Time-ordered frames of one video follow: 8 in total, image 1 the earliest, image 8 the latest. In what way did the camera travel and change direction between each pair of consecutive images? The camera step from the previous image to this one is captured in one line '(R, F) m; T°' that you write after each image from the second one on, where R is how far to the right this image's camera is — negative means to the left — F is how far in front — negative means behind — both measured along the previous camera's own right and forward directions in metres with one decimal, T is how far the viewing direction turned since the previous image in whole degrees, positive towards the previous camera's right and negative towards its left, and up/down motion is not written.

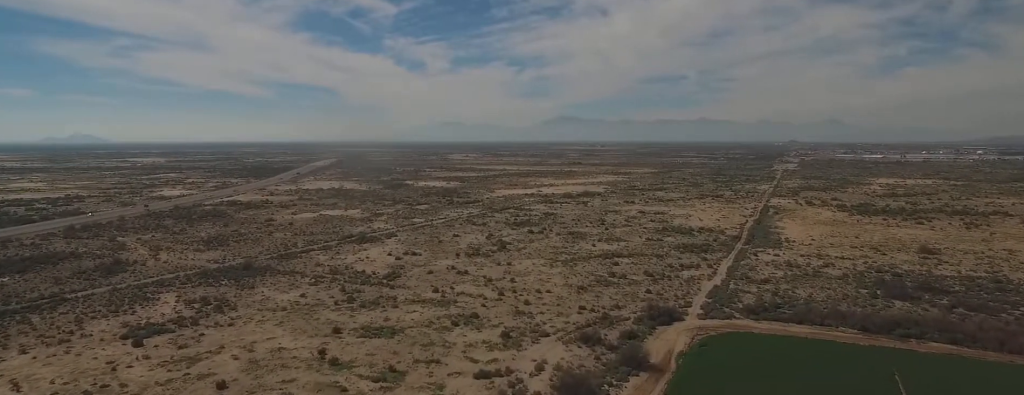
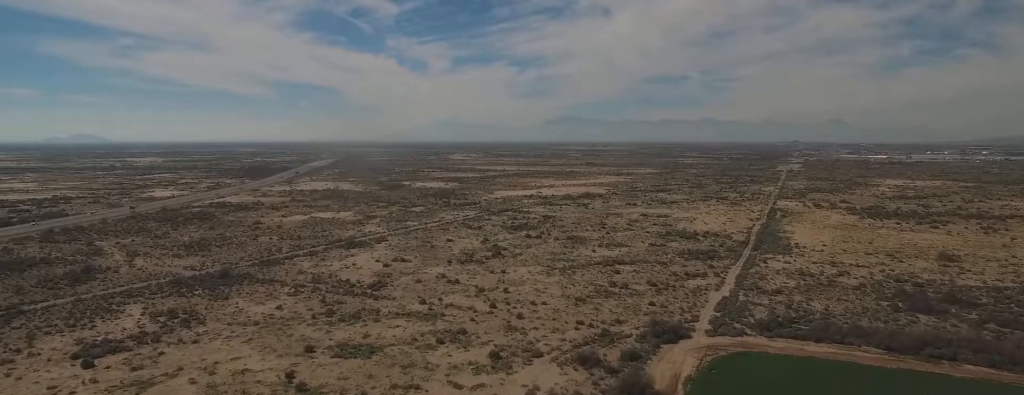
(-0.4, +15.9) m; -1°
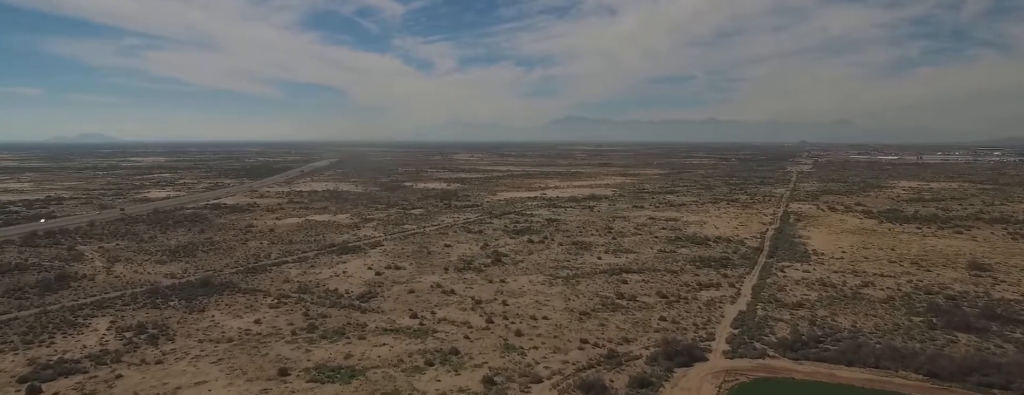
(0.0, +13.2) m; +1°
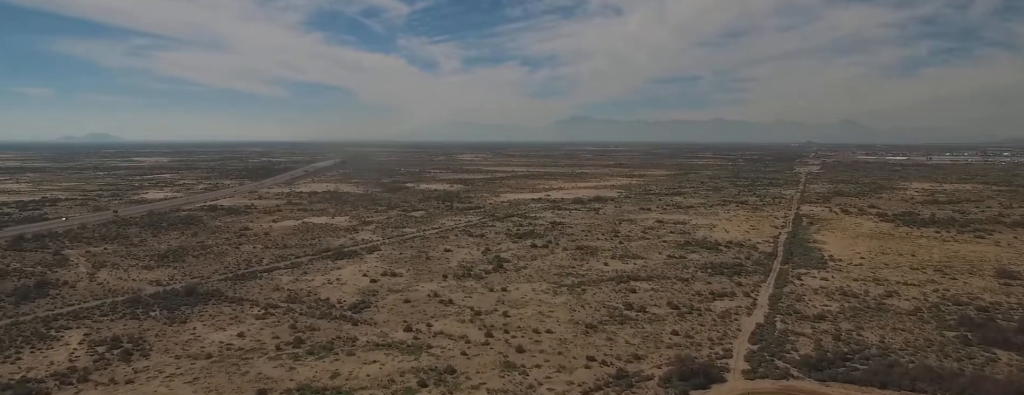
(0.0, +11.8) m; 0°
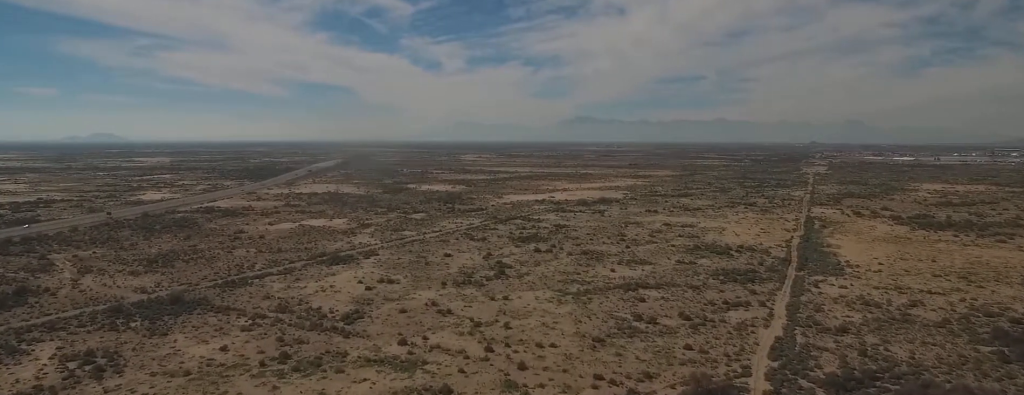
(0.0, +10.9) m; 0°
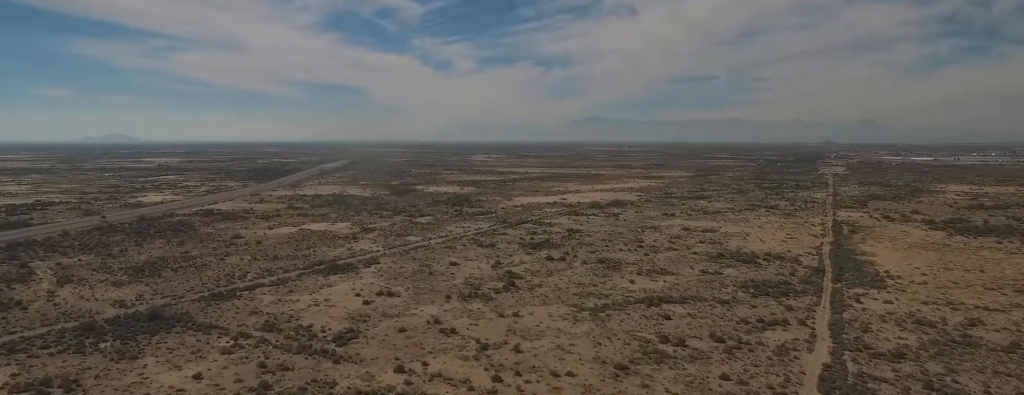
(+0.1, +18.9) m; +1°
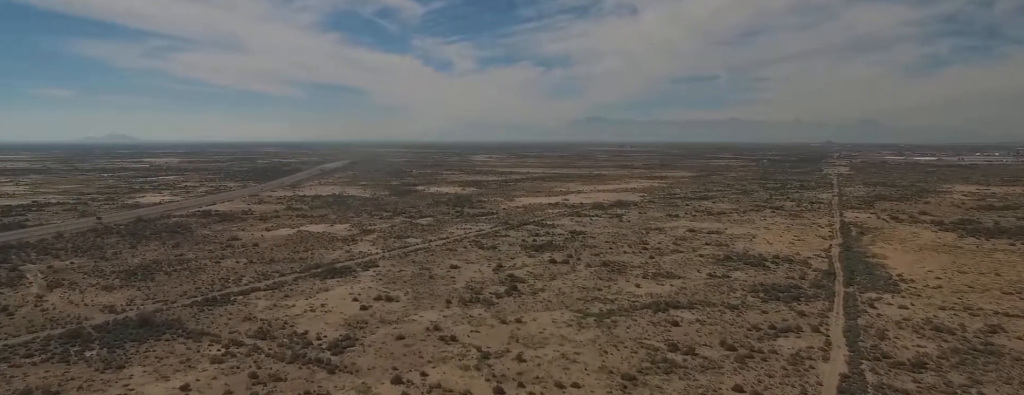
(0.0, +6.5) m; 0°
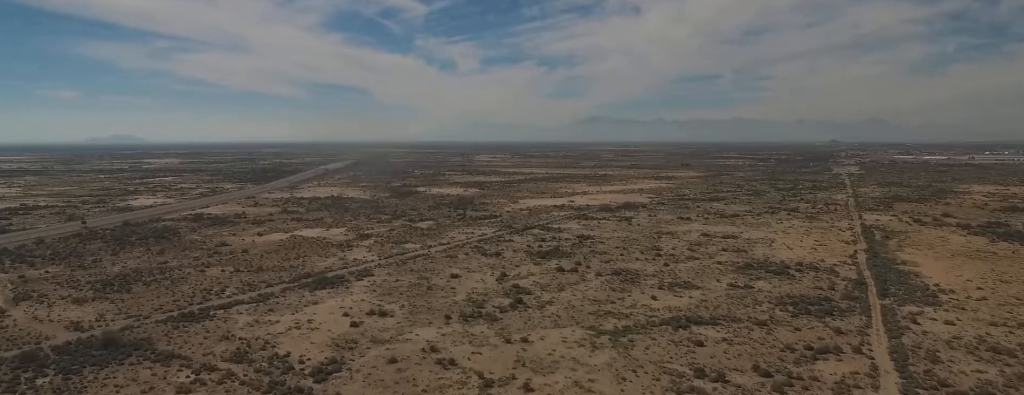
(+0.1, +17.6) m; +1°
